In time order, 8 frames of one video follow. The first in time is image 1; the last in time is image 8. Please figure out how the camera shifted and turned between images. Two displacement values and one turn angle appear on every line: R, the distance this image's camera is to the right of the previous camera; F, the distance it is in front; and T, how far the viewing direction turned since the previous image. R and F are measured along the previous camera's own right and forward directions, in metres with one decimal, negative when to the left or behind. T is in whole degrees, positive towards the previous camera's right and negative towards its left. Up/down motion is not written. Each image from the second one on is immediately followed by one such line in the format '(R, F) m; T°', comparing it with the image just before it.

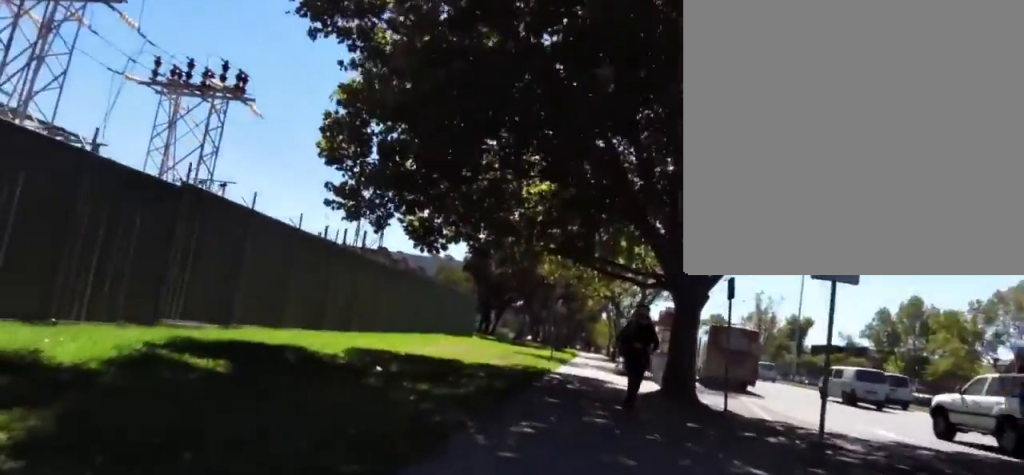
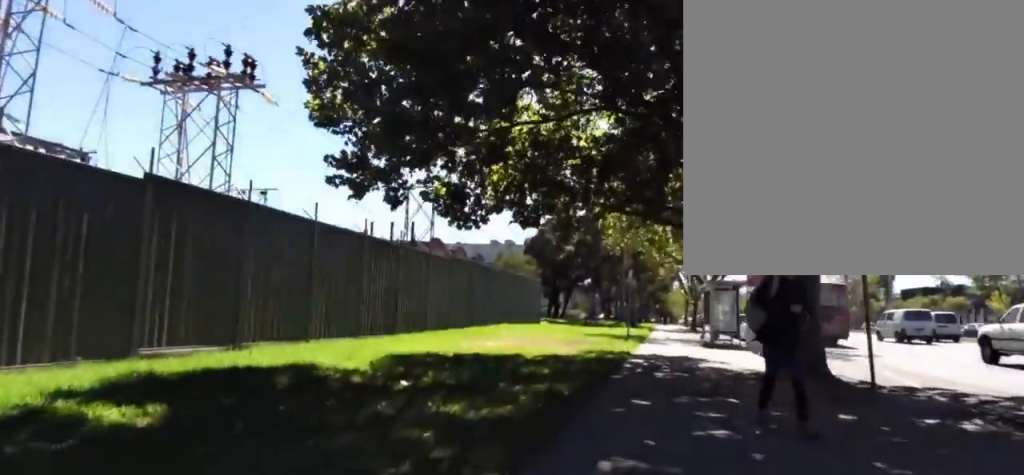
(-0.1, +3.1) m; -3°
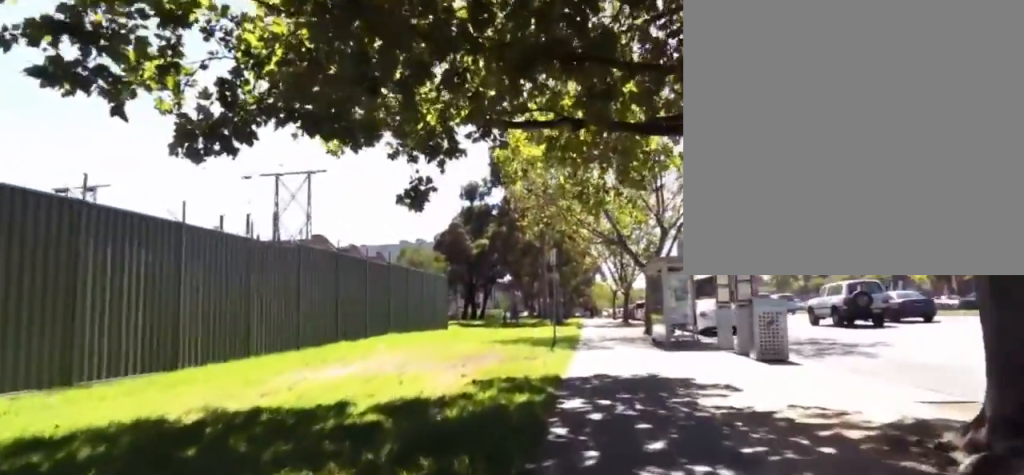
(-0.2, +7.7) m; +11°
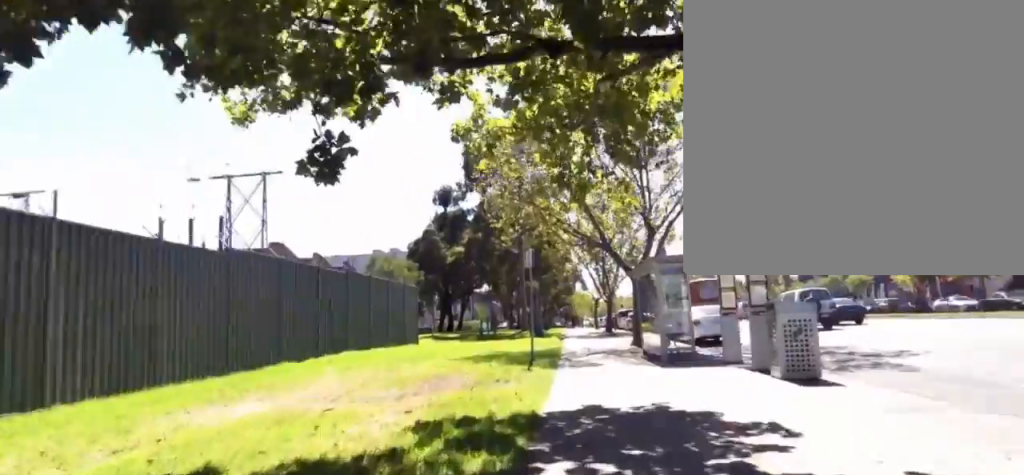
(+0.3, +2.5) m; +8°
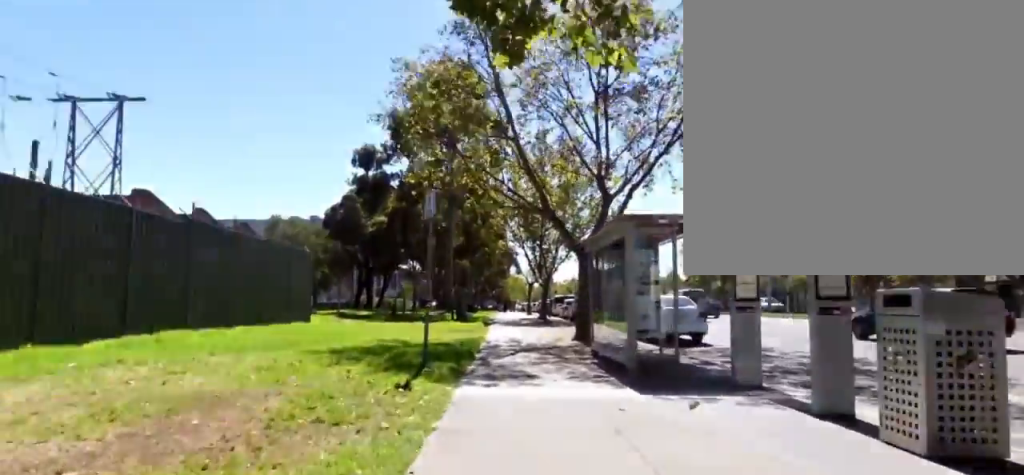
(+0.6, +5.8) m; +11°
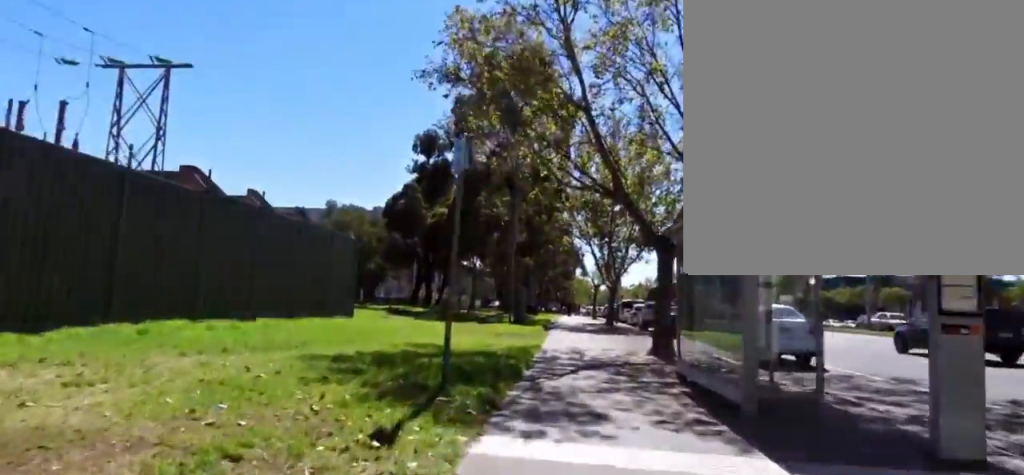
(0.0, +3.1) m; +3°
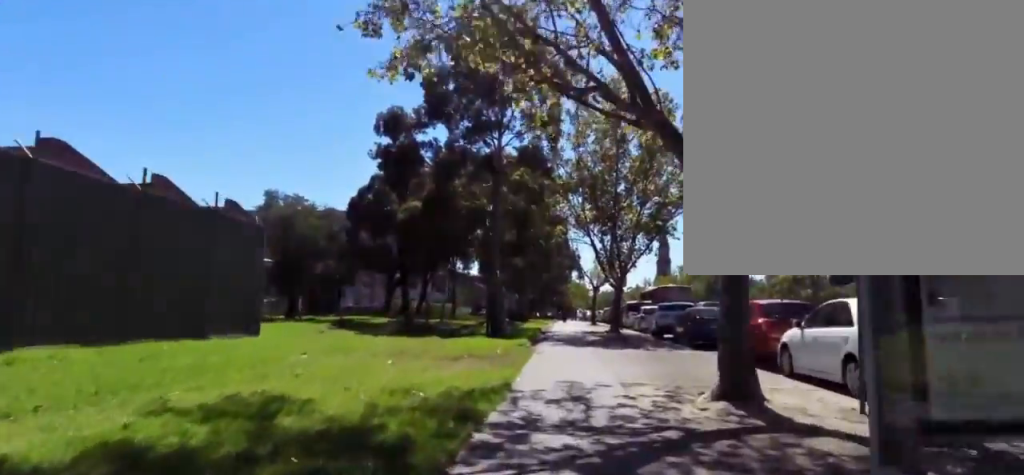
(+0.6, +7.5) m; -4°
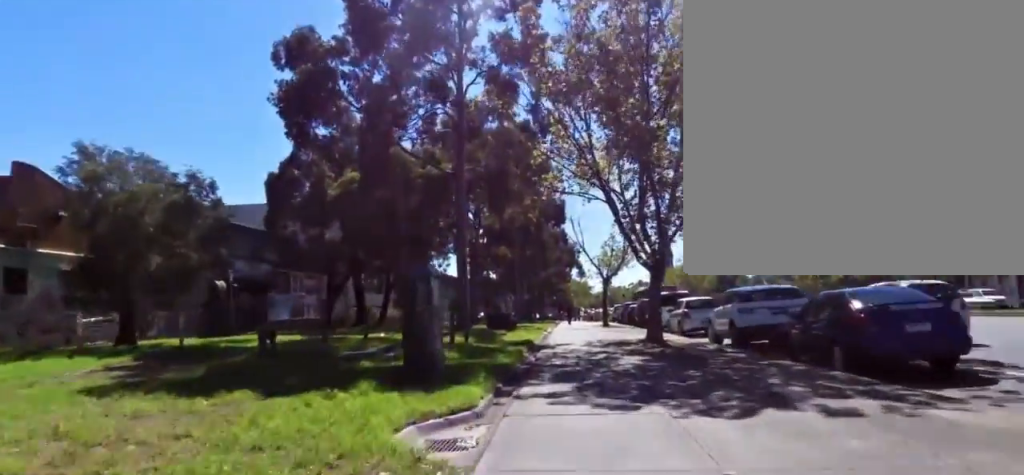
(-1.0, +11.7) m; -7°
